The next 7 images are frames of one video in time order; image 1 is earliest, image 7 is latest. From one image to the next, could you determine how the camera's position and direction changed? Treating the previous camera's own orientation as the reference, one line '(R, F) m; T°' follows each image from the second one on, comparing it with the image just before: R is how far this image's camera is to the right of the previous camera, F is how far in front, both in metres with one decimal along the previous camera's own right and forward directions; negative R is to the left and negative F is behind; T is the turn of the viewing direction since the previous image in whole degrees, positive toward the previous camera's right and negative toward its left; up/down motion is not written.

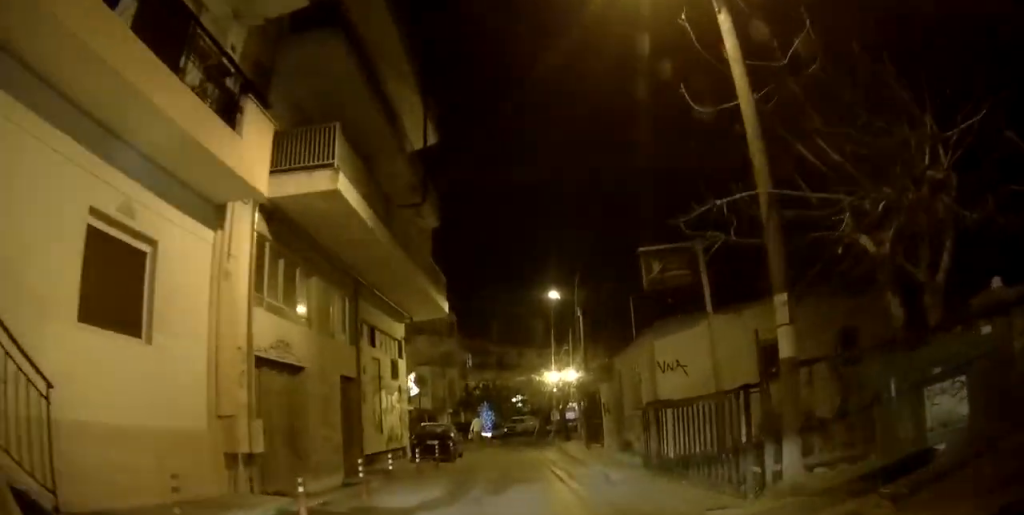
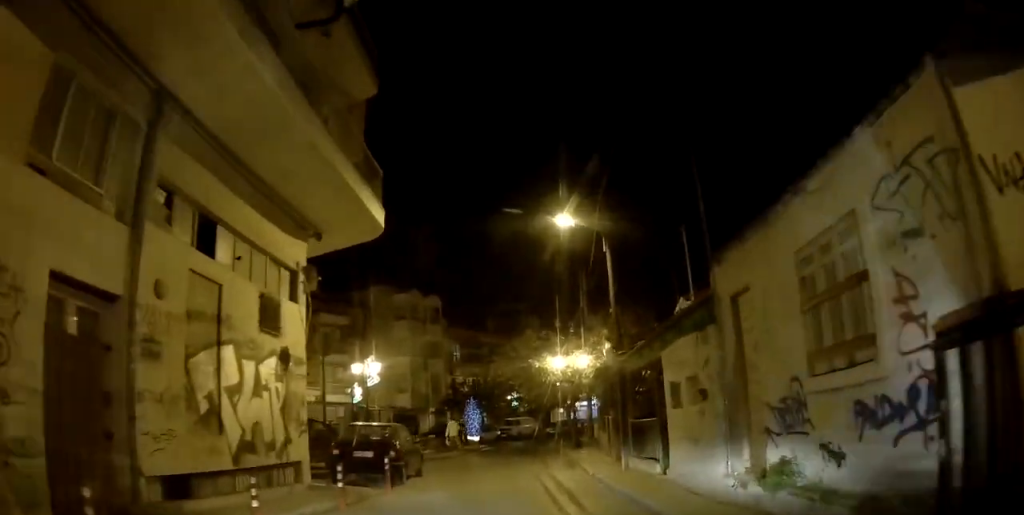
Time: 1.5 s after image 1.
(+0.3, +9.9) m; +4°
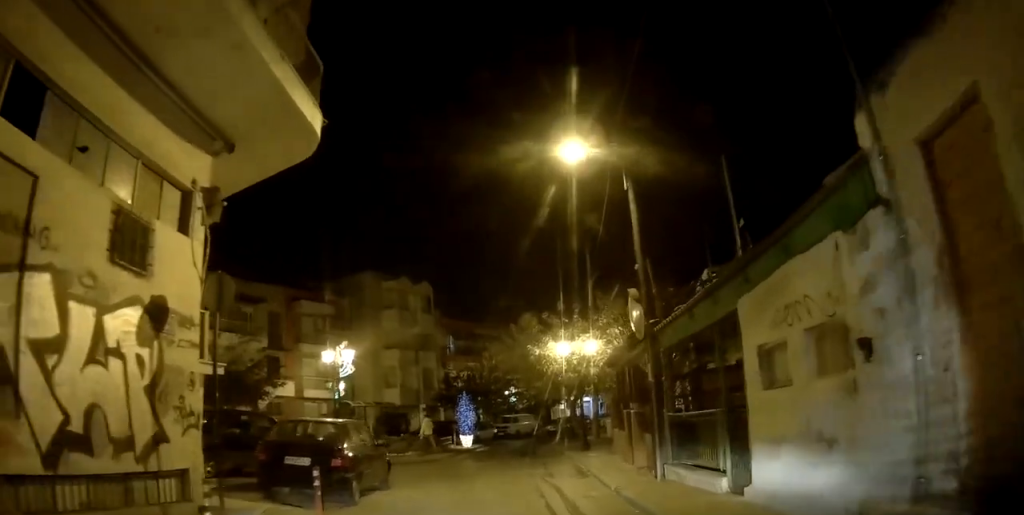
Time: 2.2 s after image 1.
(+0.1, +4.0) m; +1°
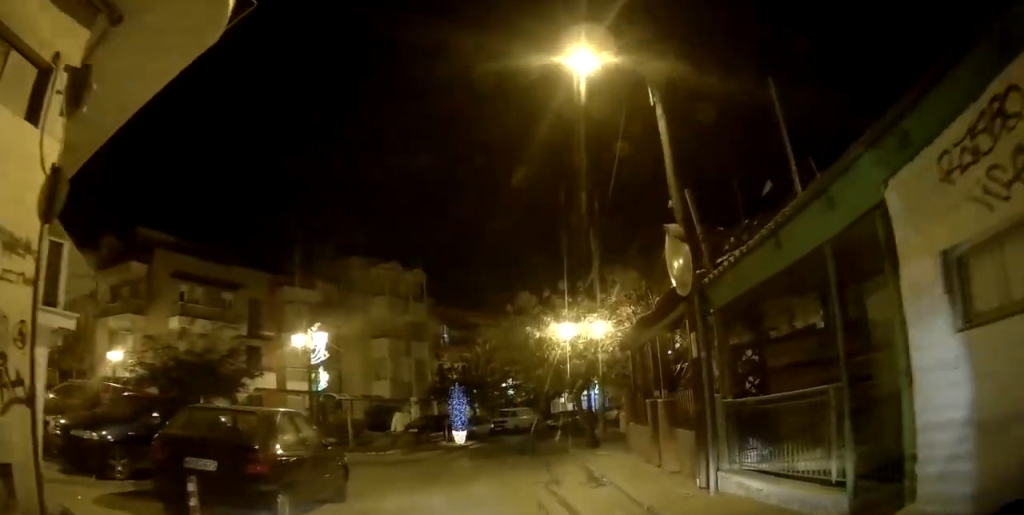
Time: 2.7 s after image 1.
(0.0, +3.1) m; 0°
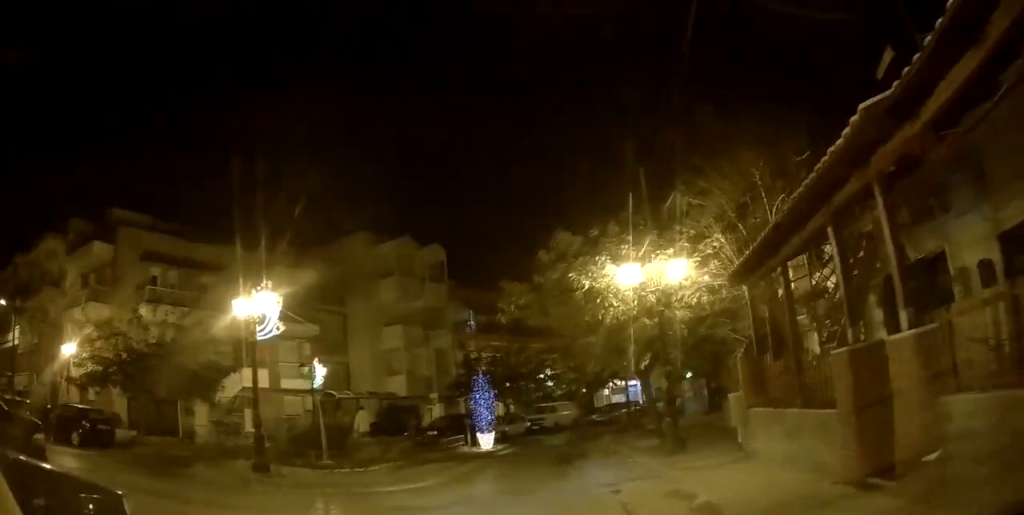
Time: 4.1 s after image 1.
(-0.1, +7.2) m; -5°
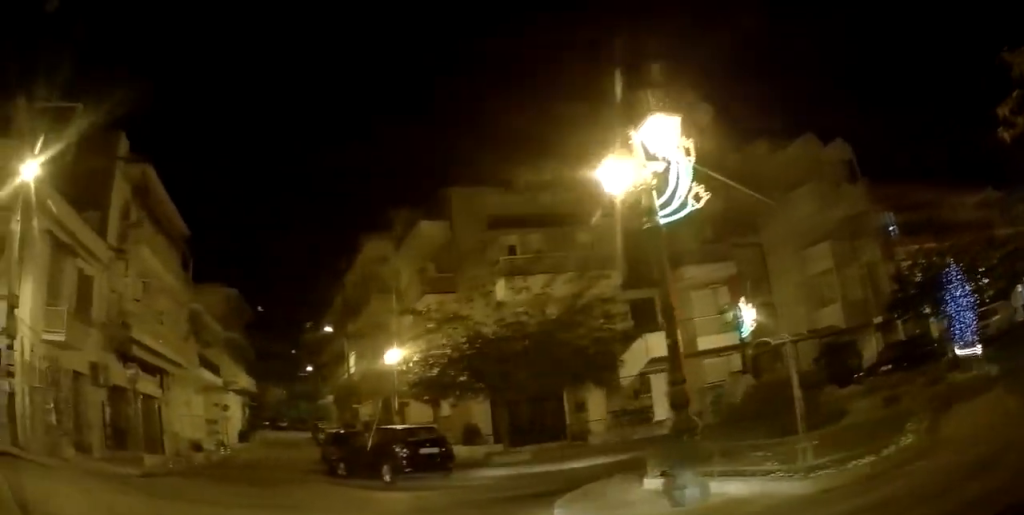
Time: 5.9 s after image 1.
(-1.8, +7.0) m; -36°
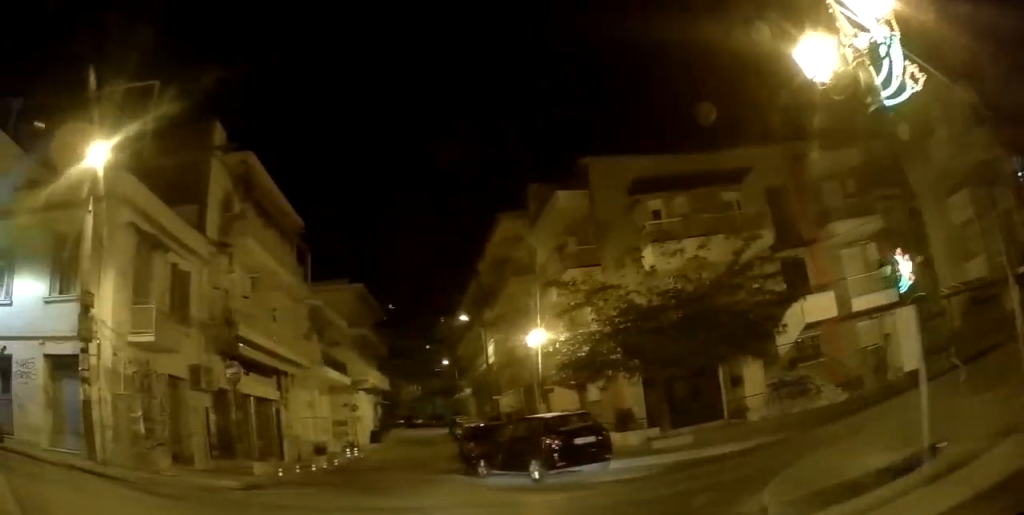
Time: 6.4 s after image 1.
(-0.2, +1.8) m; -12°
